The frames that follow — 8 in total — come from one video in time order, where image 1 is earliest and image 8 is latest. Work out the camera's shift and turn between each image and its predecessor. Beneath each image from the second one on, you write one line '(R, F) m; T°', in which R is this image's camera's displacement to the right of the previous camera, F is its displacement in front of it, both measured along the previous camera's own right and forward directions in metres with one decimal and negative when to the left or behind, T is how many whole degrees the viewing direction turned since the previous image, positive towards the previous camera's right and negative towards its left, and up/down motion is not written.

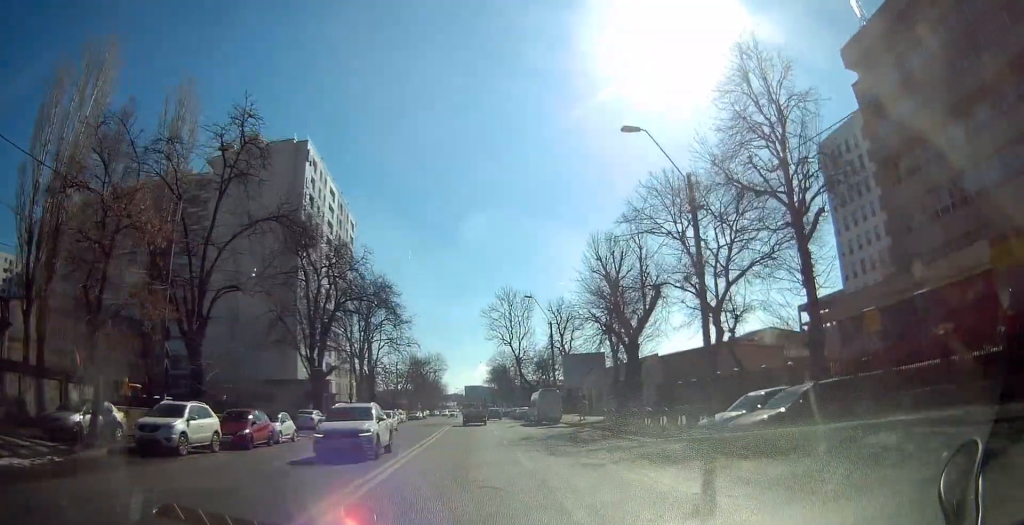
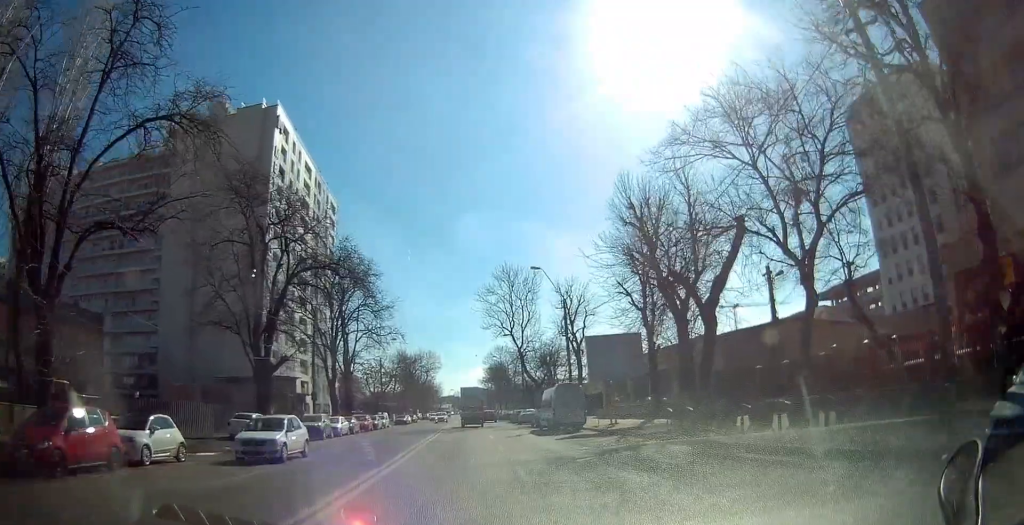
(+0.1, +11.9) m; -1°
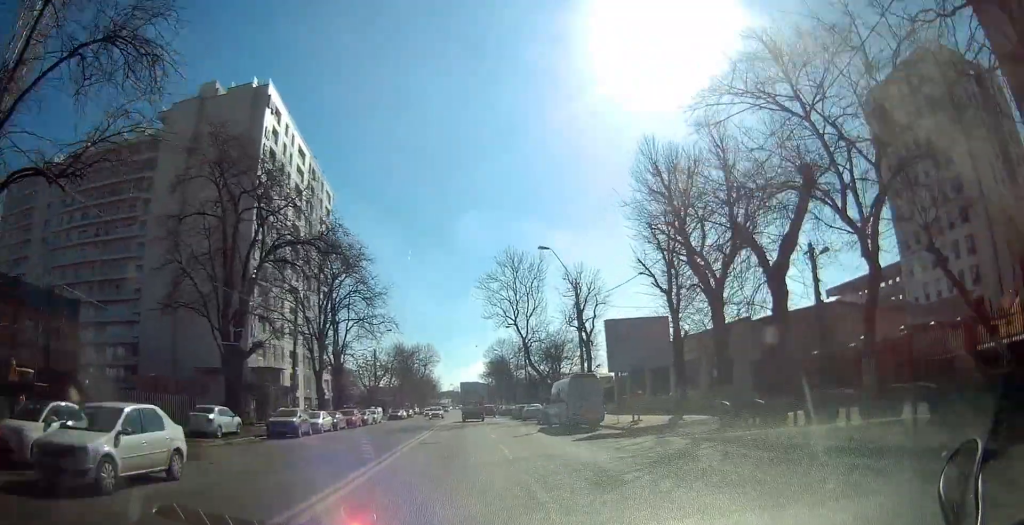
(0.0, +5.0) m; -1°
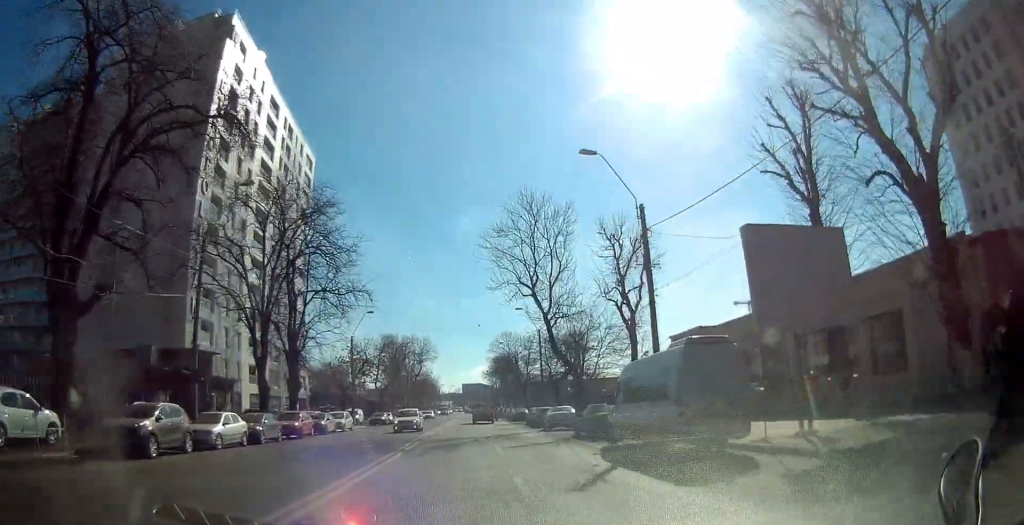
(-0.2, +15.7) m; +1°
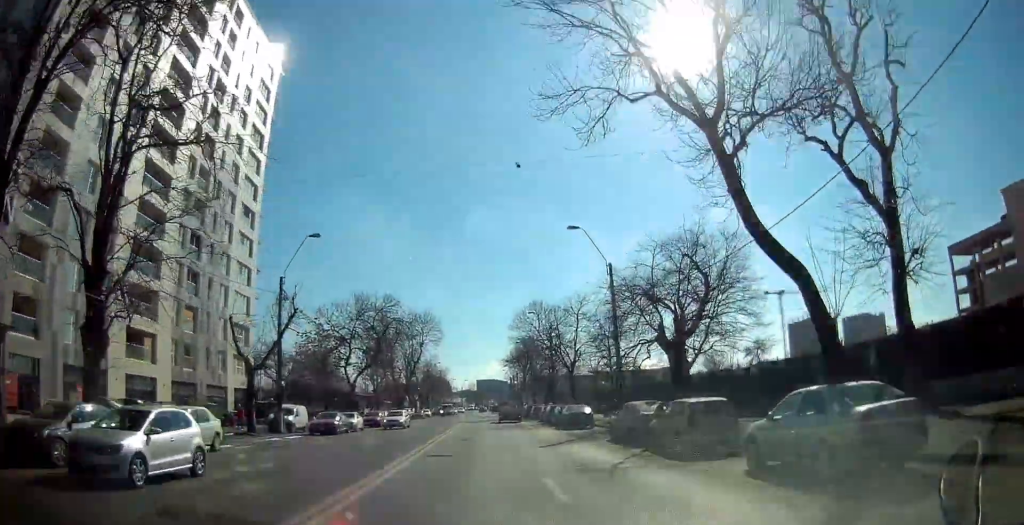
(+0.8, +27.3) m; +1°
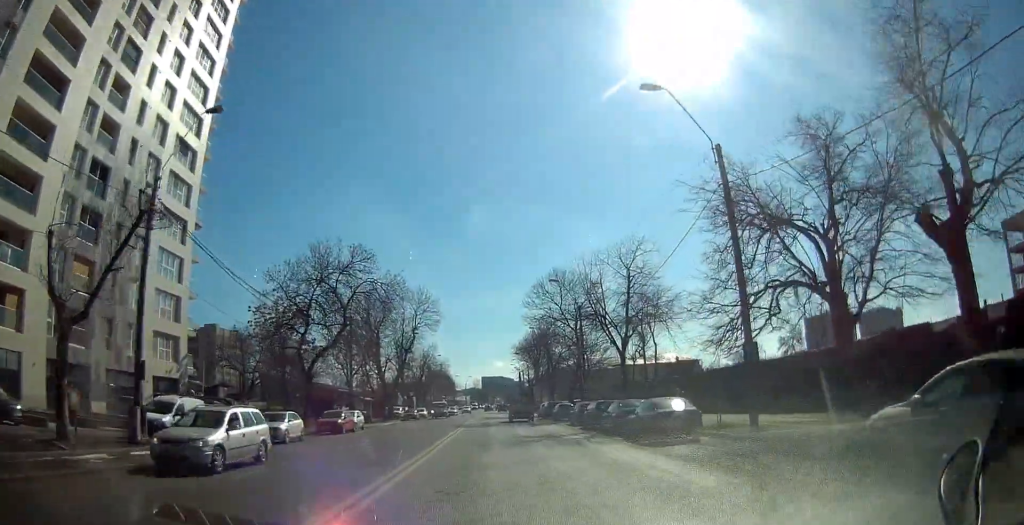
(-0.3, +16.4) m; -1°
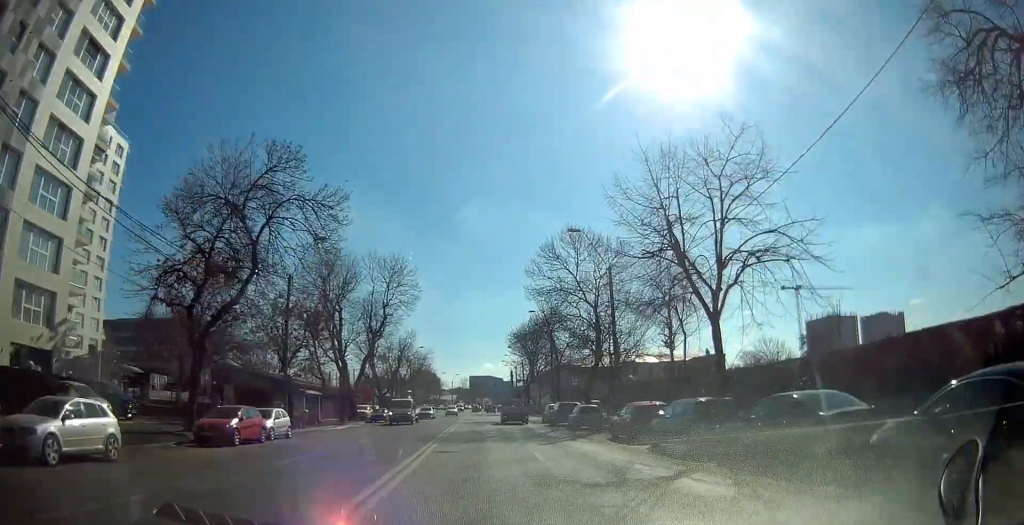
(+0.1, +14.9) m; +1°
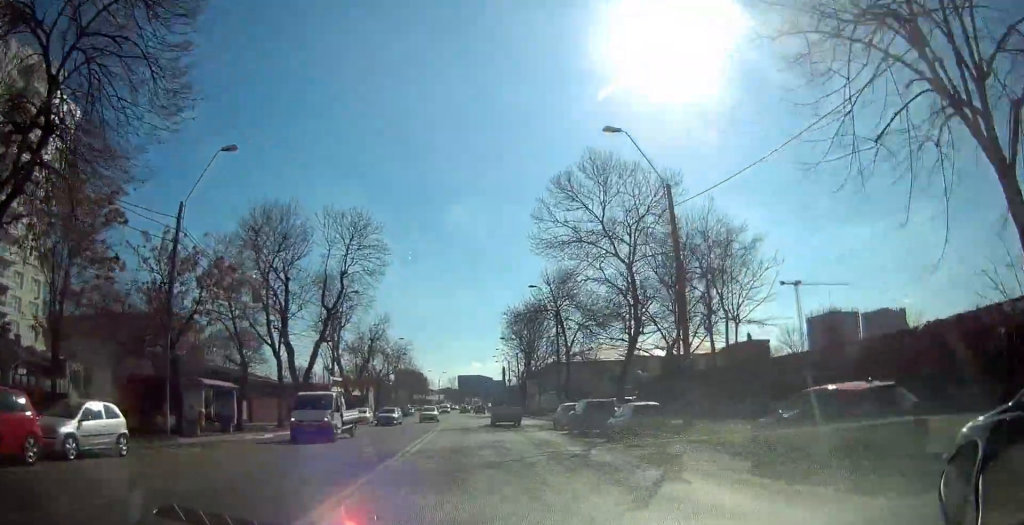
(+0.1, +13.4) m; 0°
